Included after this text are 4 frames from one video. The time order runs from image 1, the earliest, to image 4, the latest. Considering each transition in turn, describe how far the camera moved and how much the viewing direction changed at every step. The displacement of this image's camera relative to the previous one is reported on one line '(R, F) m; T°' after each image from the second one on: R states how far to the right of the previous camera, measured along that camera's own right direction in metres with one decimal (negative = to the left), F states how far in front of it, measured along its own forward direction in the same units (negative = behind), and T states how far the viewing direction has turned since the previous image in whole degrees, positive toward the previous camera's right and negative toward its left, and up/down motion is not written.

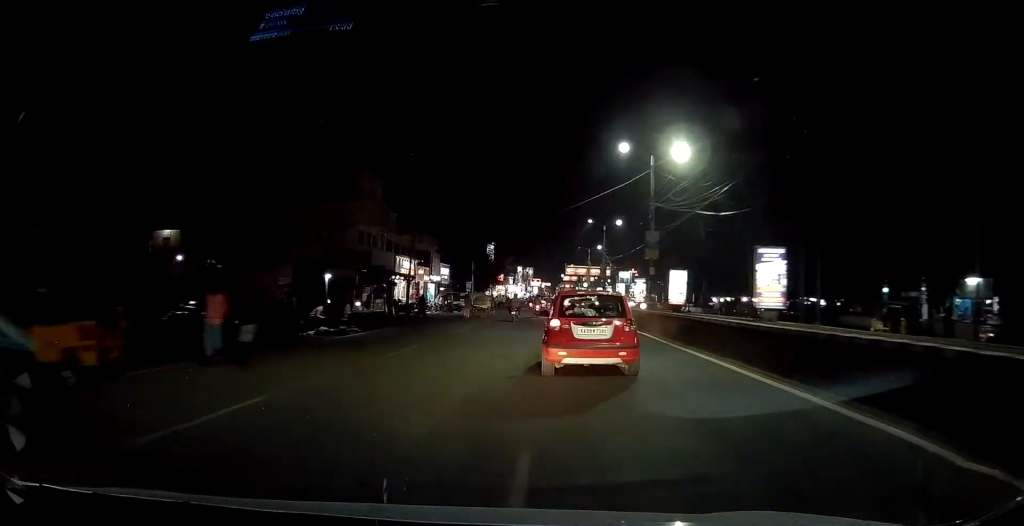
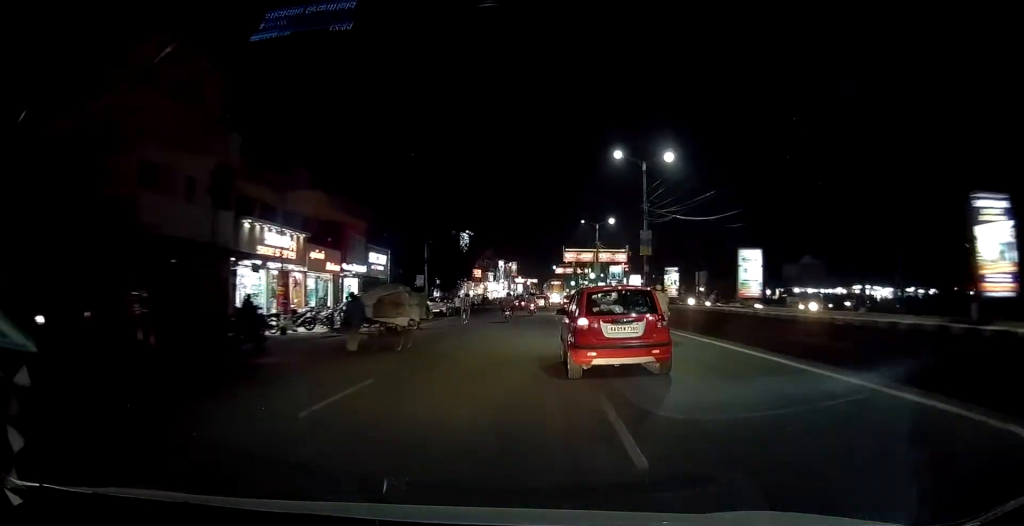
(+1.1, +25.0) m; +5°
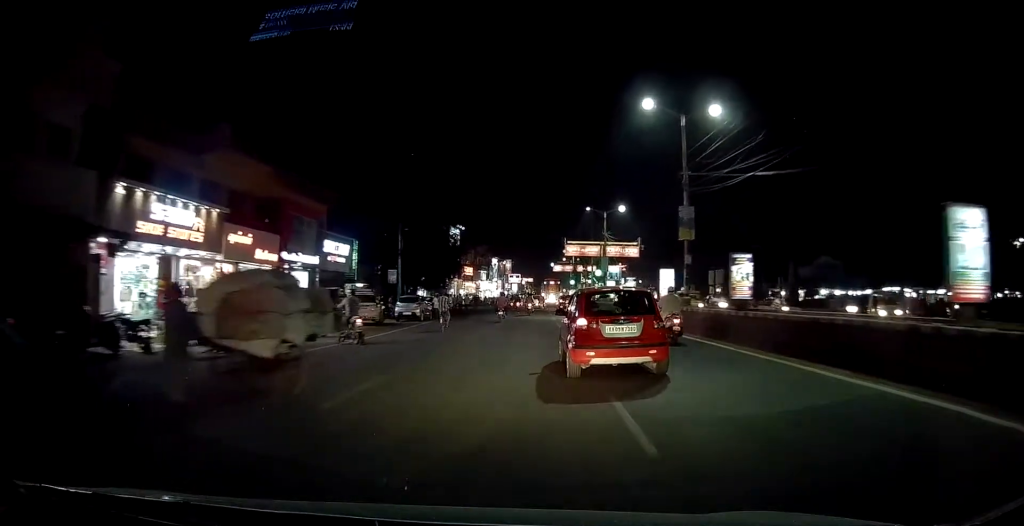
(-0.1, +8.9) m; -2°
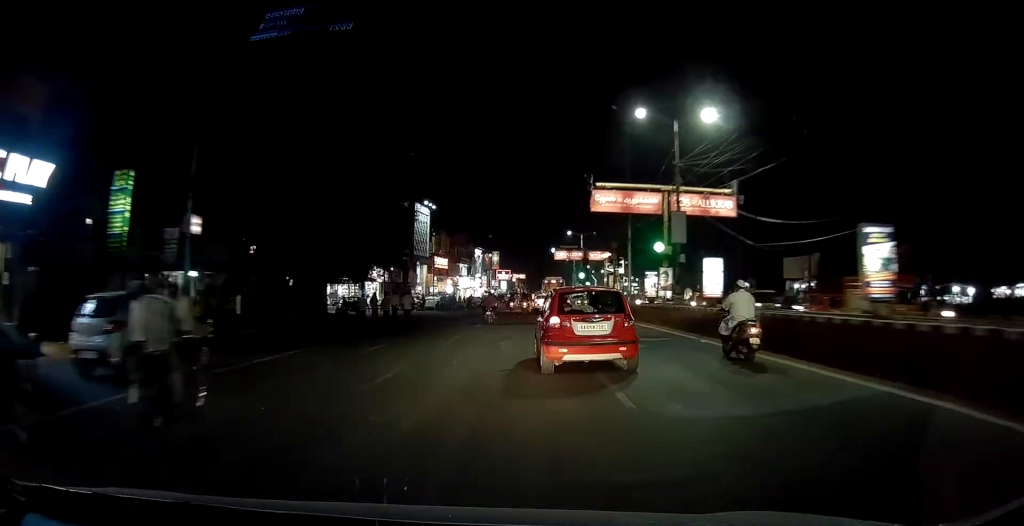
(-0.2, +25.6) m; 0°
